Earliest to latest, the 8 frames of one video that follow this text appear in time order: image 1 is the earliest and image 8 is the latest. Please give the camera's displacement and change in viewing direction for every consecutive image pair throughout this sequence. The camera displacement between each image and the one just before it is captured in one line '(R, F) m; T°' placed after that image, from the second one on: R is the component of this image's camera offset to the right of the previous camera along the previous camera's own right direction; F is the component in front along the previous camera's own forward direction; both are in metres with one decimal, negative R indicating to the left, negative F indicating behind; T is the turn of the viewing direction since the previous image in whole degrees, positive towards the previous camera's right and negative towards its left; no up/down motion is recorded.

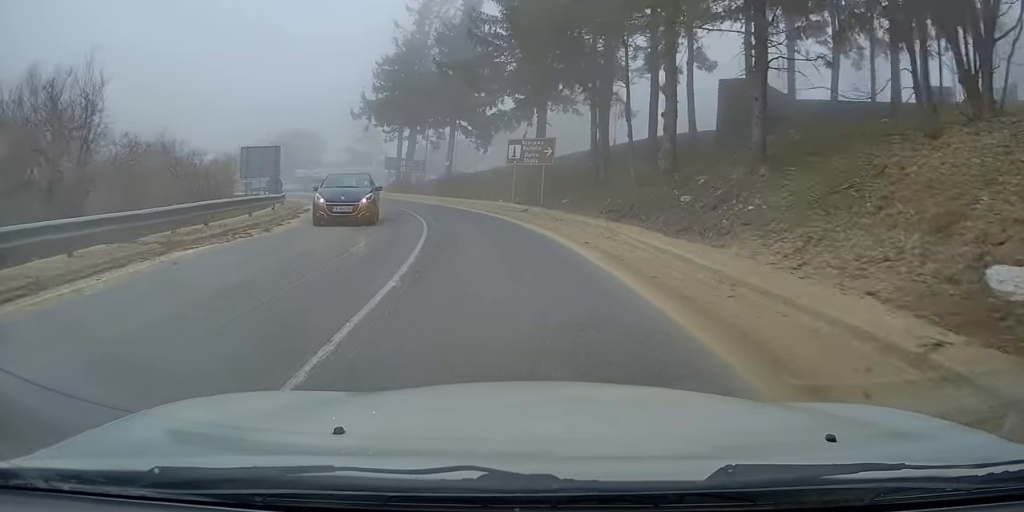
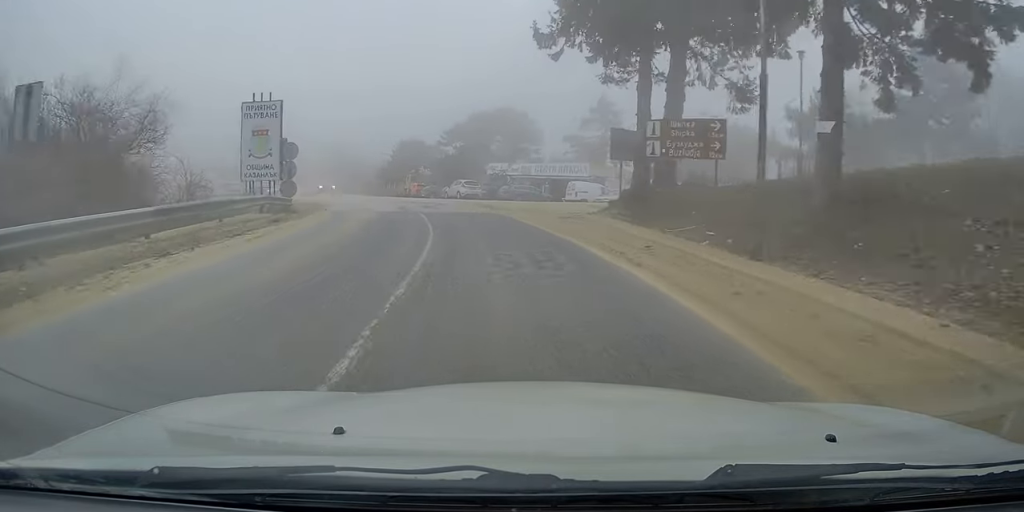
(-4.6, +32.4) m; -17°
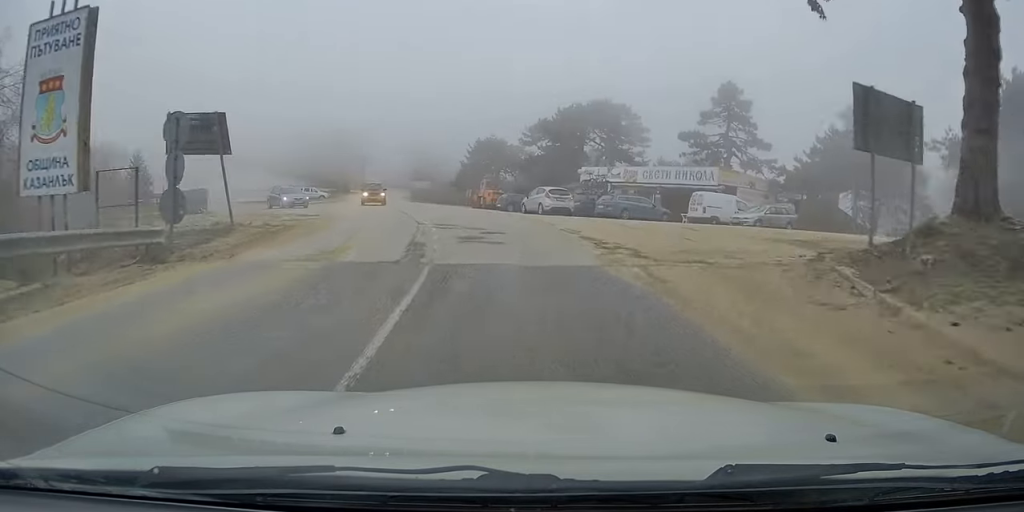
(-1.0, +13.8) m; -9°
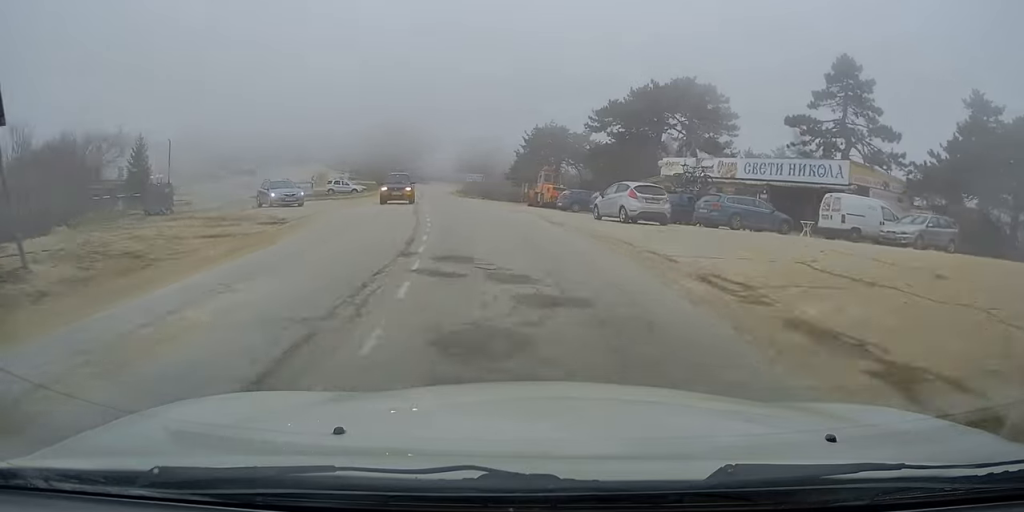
(-0.7, +10.2) m; -7°
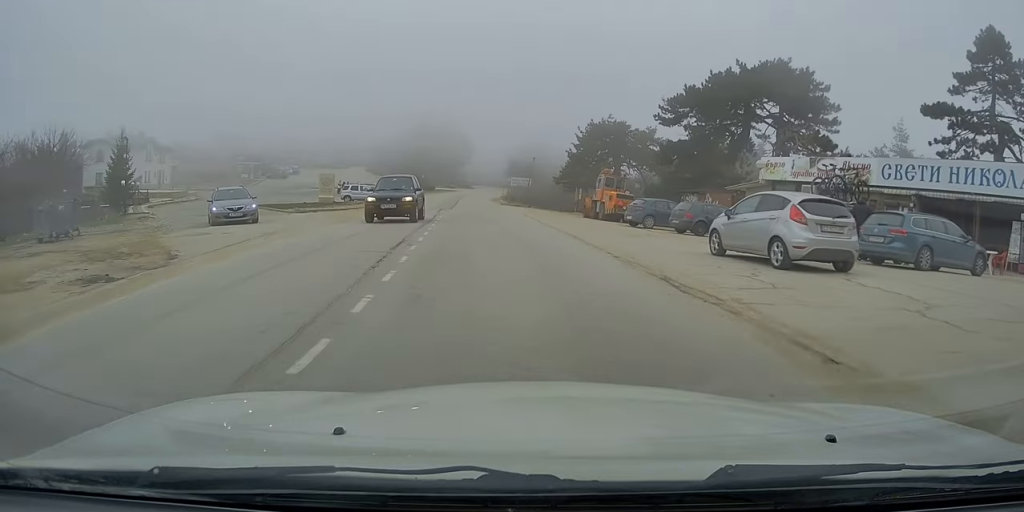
(-0.5, +10.5) m; -6°
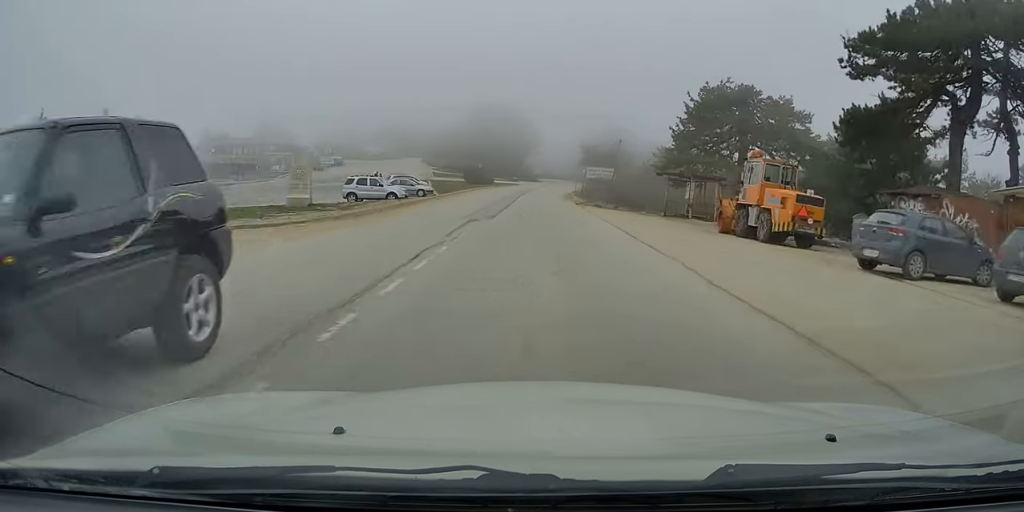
(-1.2, +17.8) m; -4°
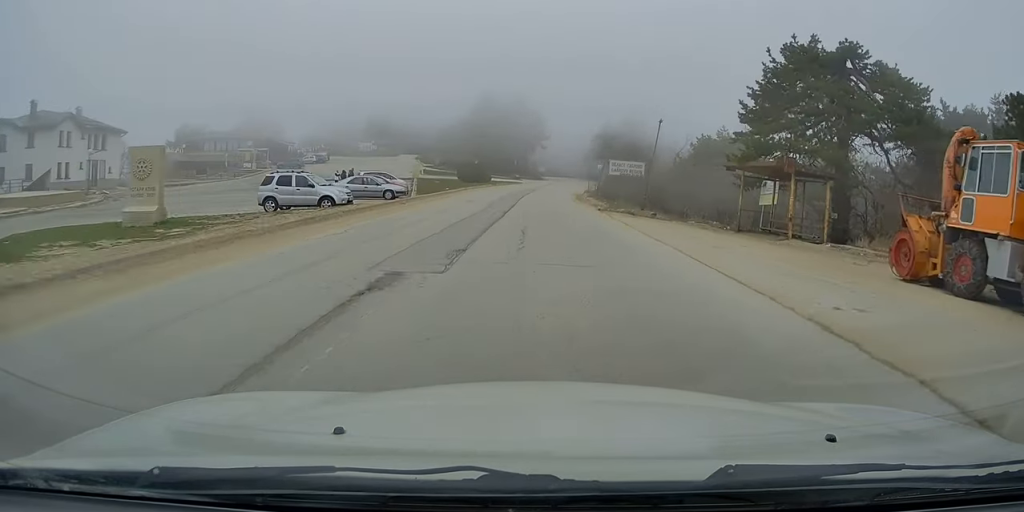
(-0.2, +13.2) m; 0°
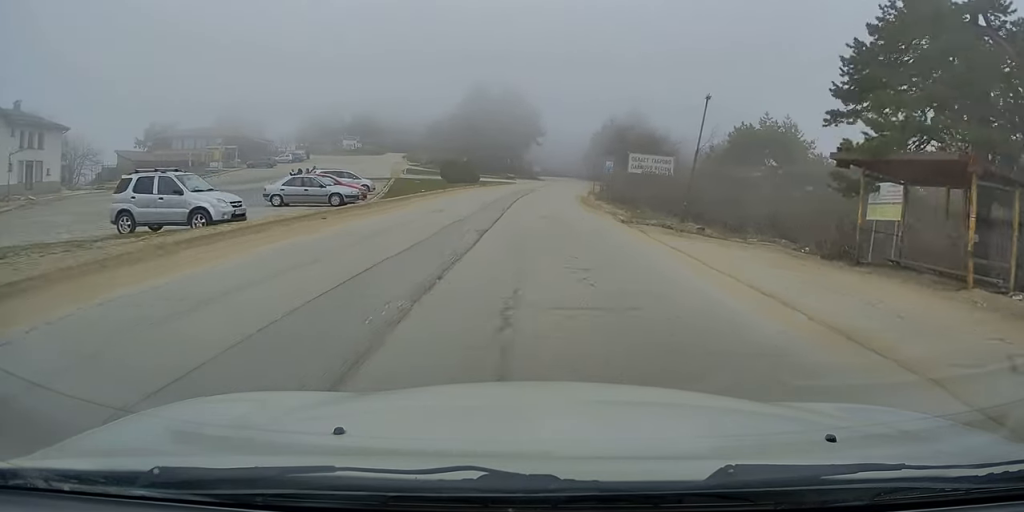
(+0.2, +10.3) m; +1°
